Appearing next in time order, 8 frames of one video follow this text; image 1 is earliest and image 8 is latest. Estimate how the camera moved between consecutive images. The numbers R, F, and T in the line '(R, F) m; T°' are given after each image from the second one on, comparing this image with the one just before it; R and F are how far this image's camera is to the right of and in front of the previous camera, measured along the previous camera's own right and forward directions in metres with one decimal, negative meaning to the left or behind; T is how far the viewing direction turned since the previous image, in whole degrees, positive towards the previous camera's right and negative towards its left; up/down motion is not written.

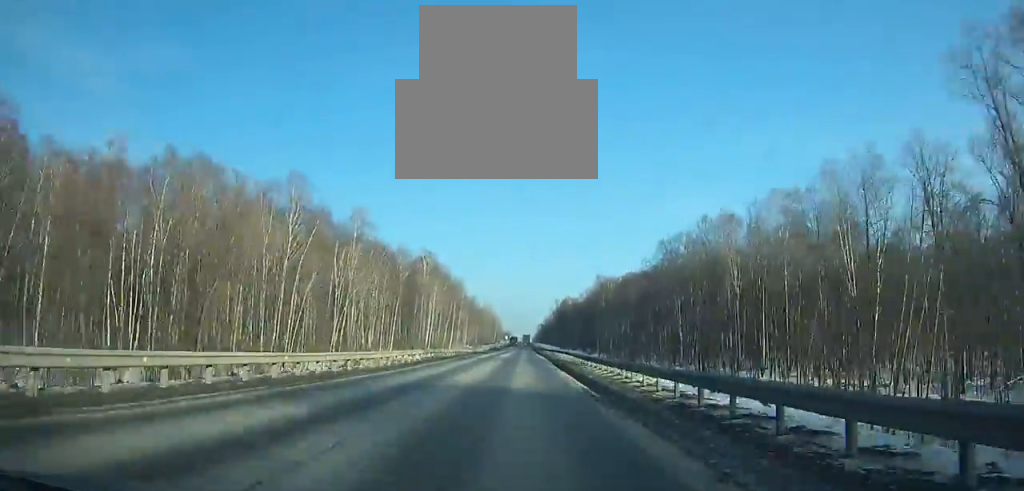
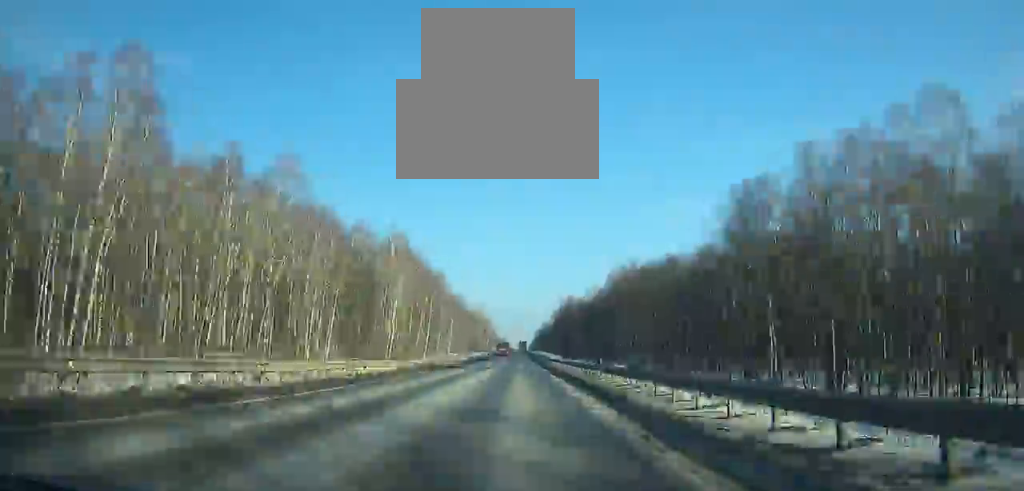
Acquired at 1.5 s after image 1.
(-5.1, +39.5) m; -2°
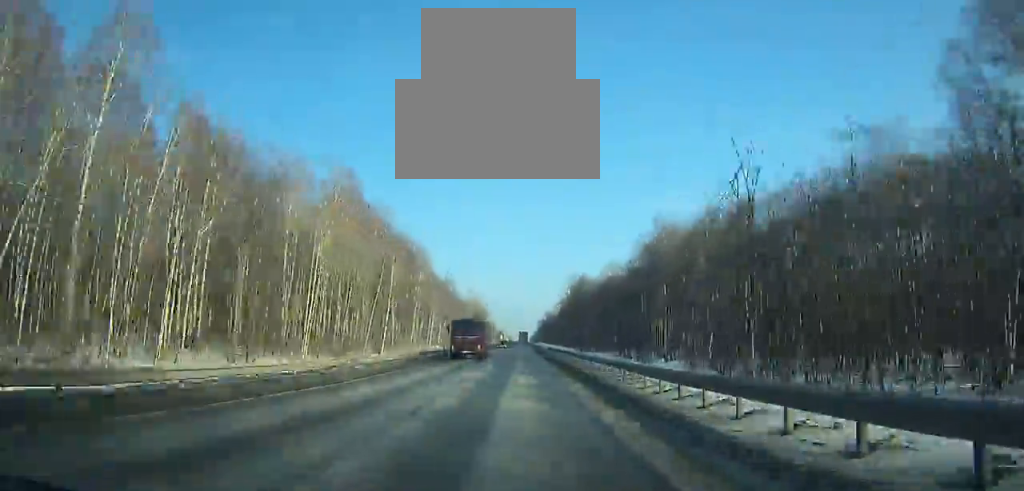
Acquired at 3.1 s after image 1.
(-3.1, +42.3) m; -1°
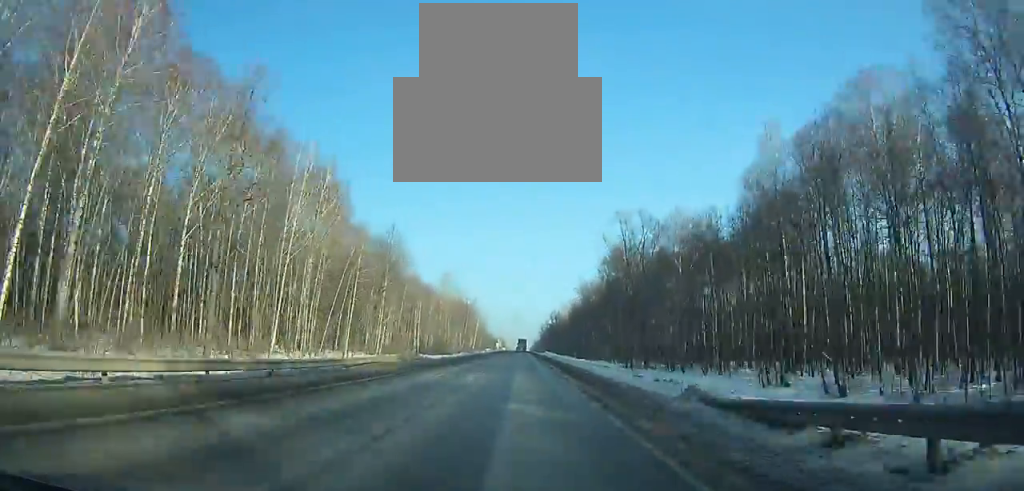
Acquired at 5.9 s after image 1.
(+4.4, +73.8) m; +3°
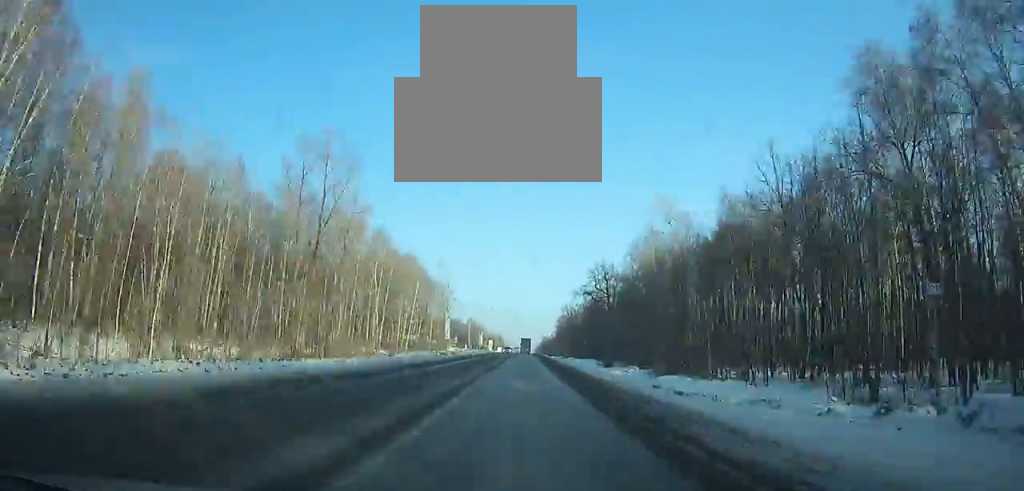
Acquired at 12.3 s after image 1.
(+0.4, +165.0) m; 0°
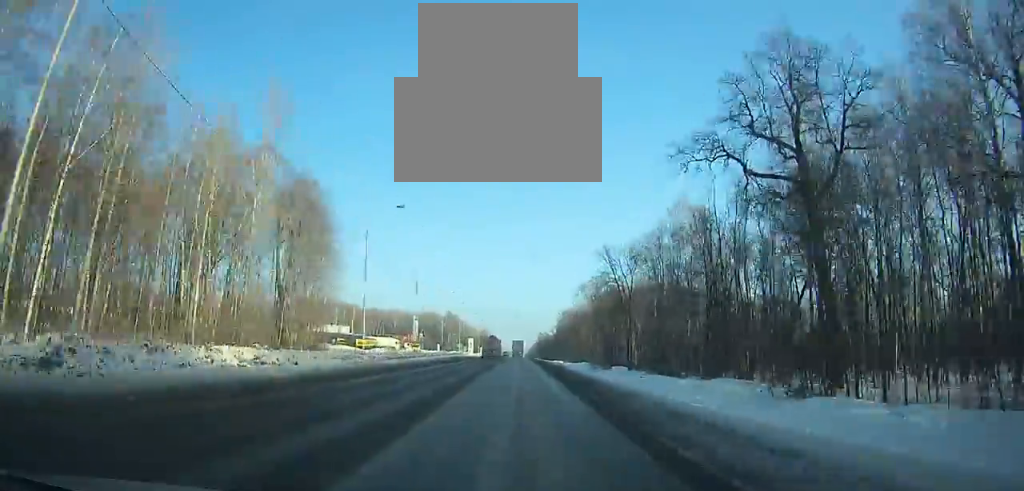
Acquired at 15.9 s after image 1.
(0.0, +90.5) m; 0°
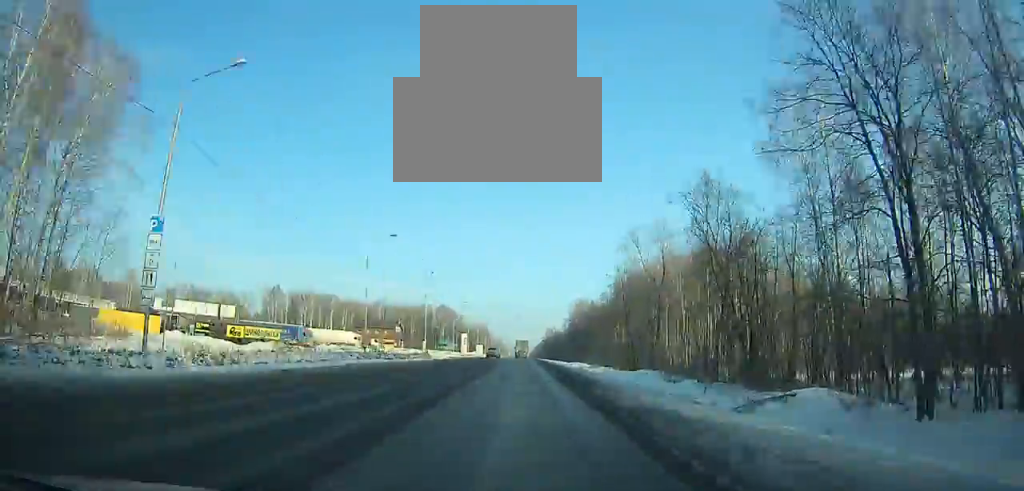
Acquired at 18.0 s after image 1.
(0.0, +52.3) m; 0°
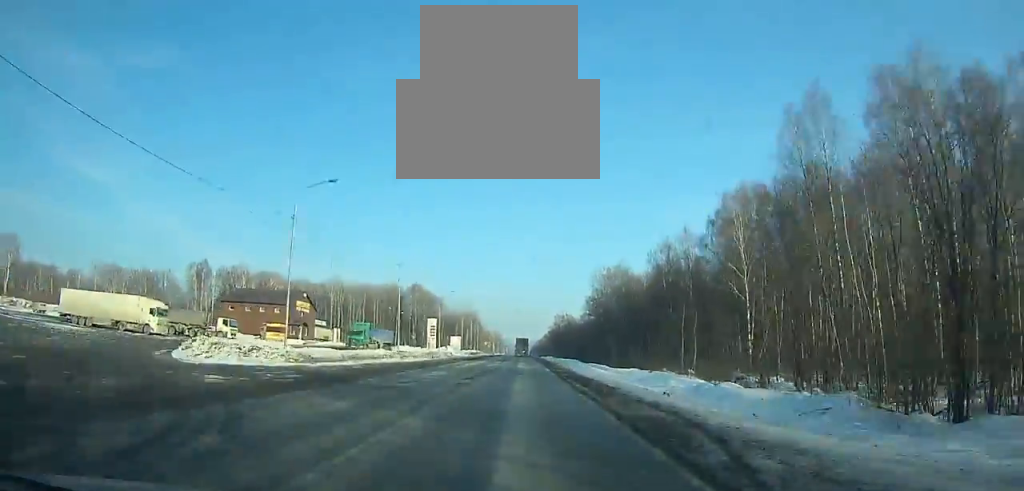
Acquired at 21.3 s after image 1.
(0.0, +80.9) m; 0°
